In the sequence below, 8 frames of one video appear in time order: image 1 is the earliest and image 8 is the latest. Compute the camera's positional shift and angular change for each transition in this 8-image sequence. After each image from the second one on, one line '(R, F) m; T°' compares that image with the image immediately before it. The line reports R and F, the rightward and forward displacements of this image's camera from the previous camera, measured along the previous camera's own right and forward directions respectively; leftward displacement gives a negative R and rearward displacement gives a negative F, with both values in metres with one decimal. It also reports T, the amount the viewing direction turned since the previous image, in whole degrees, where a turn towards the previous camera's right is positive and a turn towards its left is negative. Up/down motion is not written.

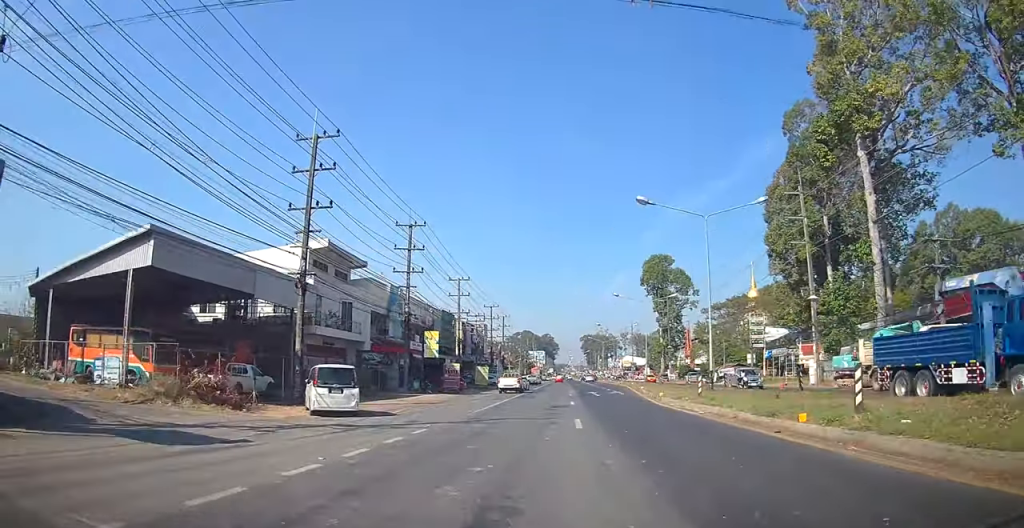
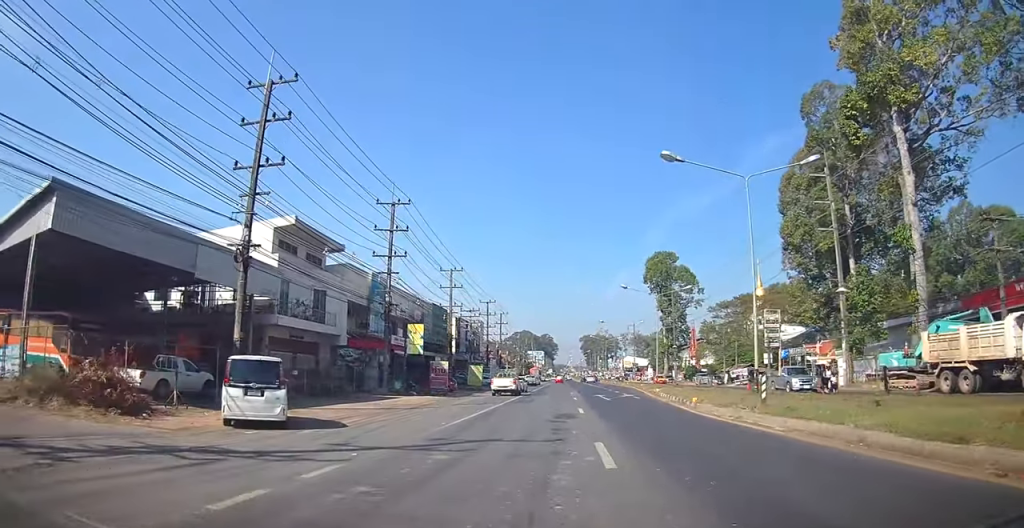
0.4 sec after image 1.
(0.0, +5.1) m; 0°
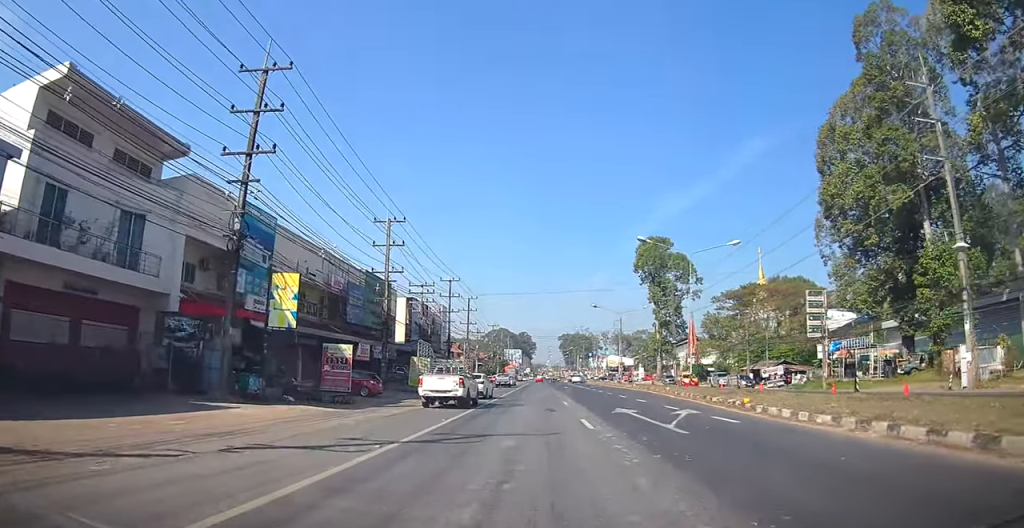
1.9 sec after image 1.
(0.0, +16.4) m; +1°
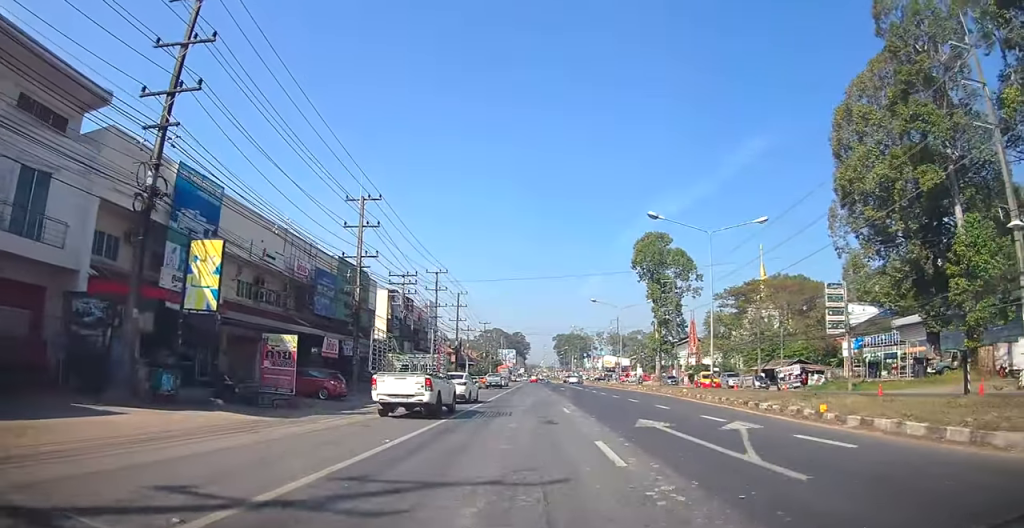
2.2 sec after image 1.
(+0.1, +5.0) m; +1°
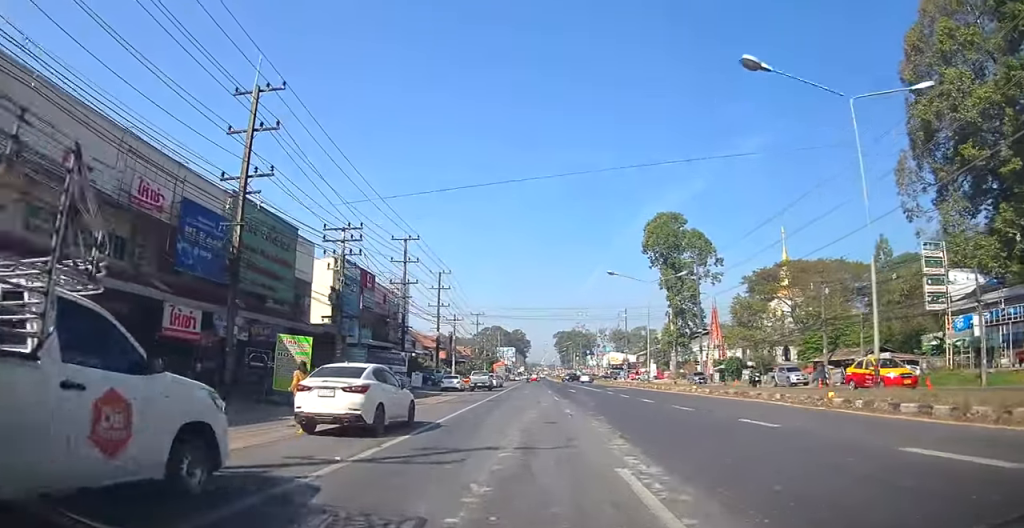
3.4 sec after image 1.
(+0.2, +14.2) m; 0°
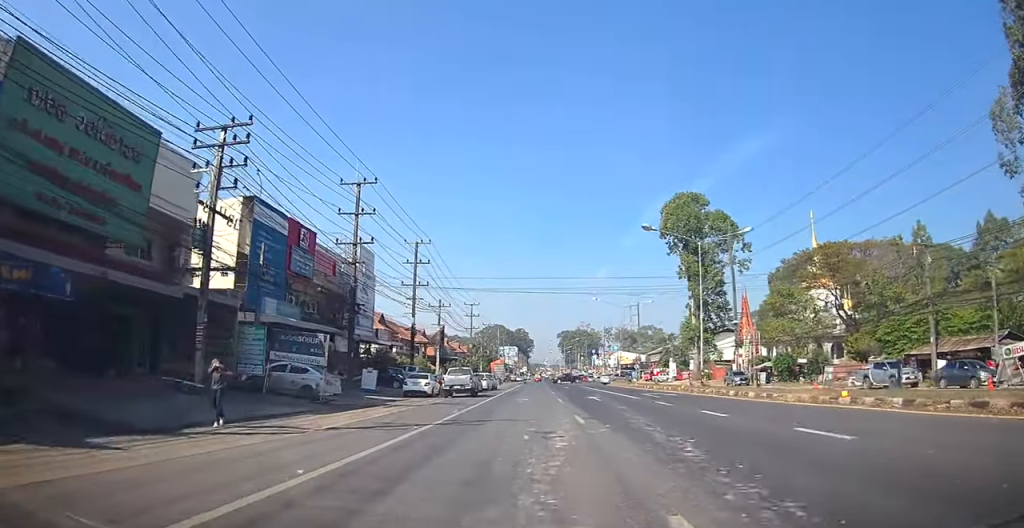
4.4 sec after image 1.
(-0.1, +13.4) m; -1°
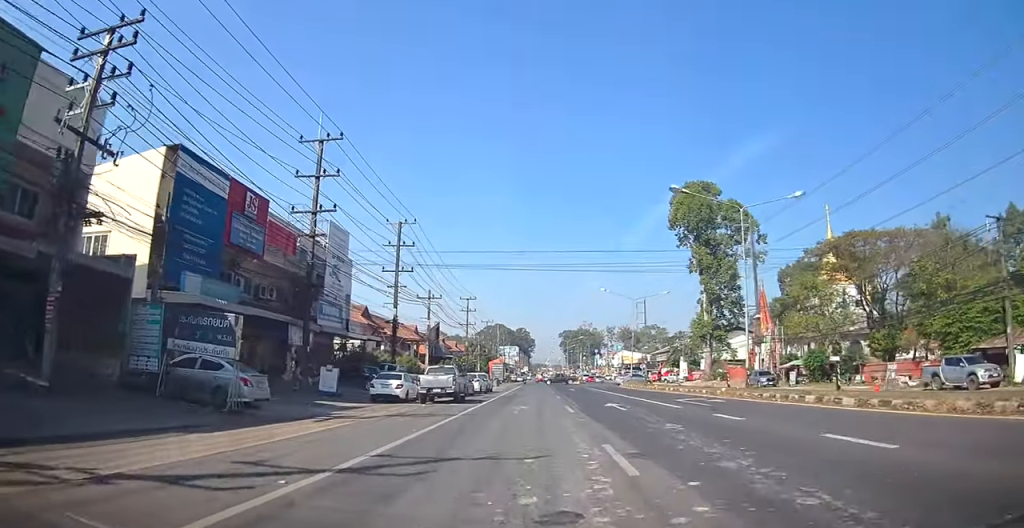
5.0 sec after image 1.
(0.0, +6.5) m; 0°
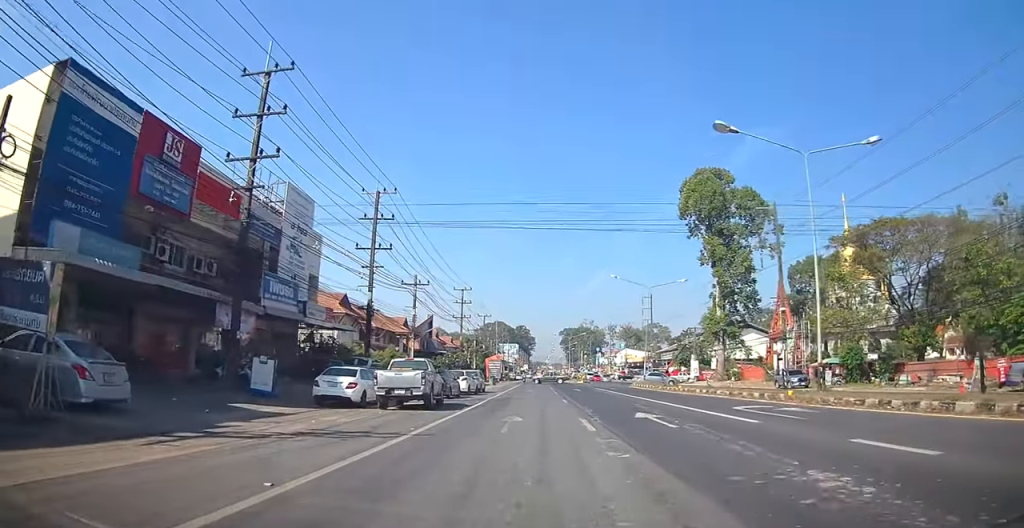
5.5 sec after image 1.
(-0.1, +6.4) m; +1°
